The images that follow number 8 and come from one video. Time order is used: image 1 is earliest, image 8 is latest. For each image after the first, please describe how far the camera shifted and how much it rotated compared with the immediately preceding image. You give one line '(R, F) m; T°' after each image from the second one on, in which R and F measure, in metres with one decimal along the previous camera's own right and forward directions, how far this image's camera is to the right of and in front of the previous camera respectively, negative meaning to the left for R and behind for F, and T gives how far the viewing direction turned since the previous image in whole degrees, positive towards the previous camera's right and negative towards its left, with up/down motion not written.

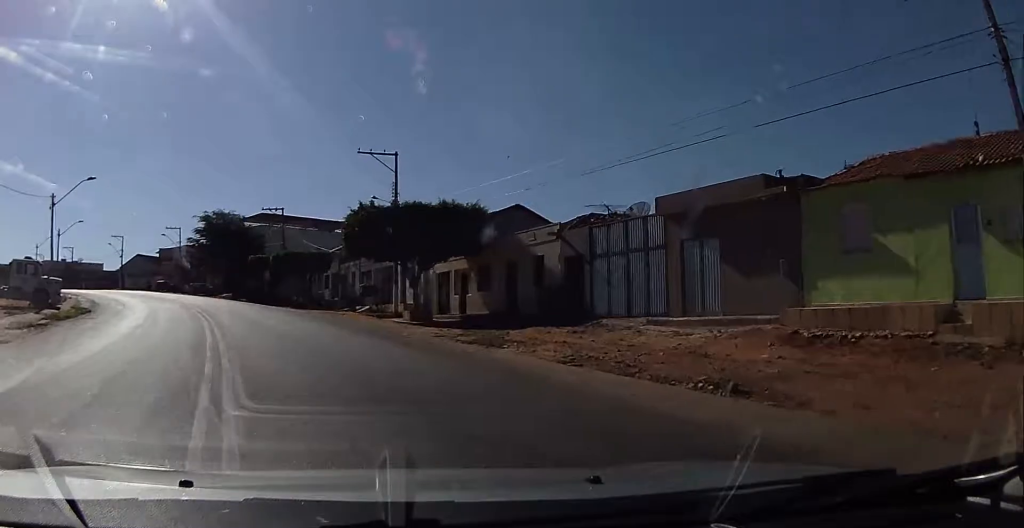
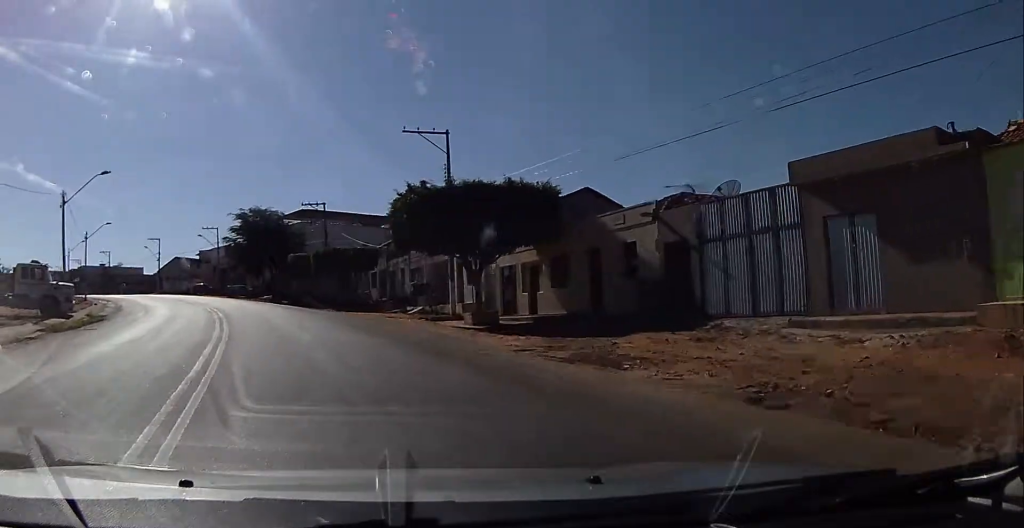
(0.0, +4.7) m; 0°
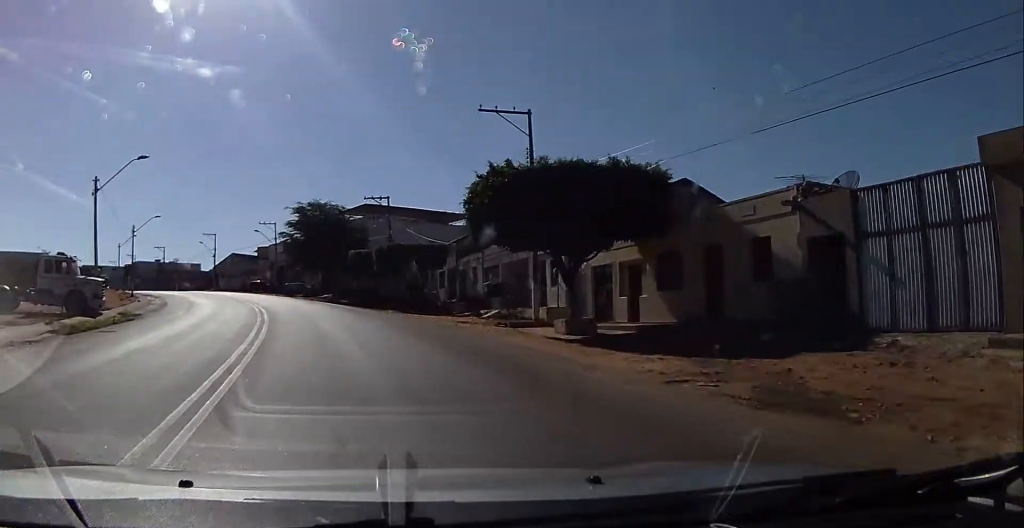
(0.0, +3.9) m; 0°
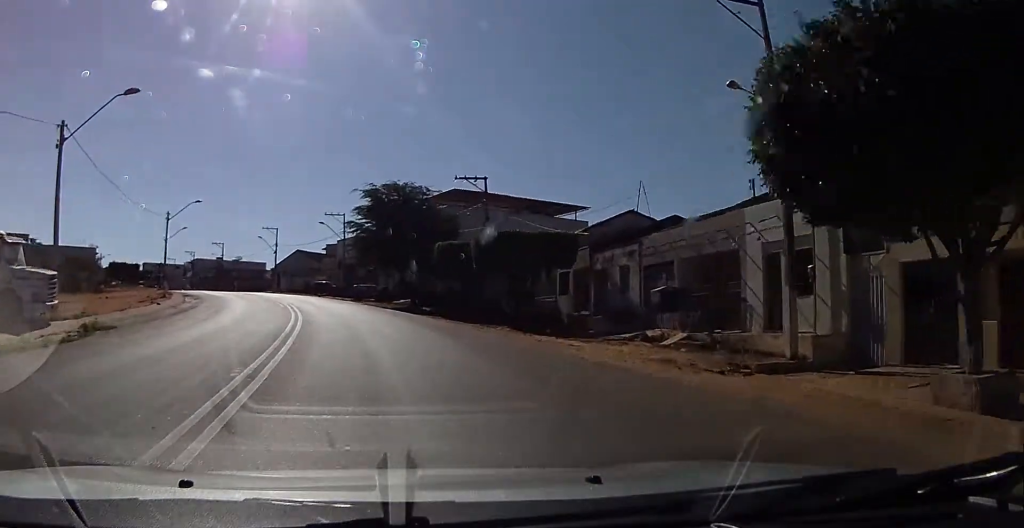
(0.0, +11.8) m; 0°
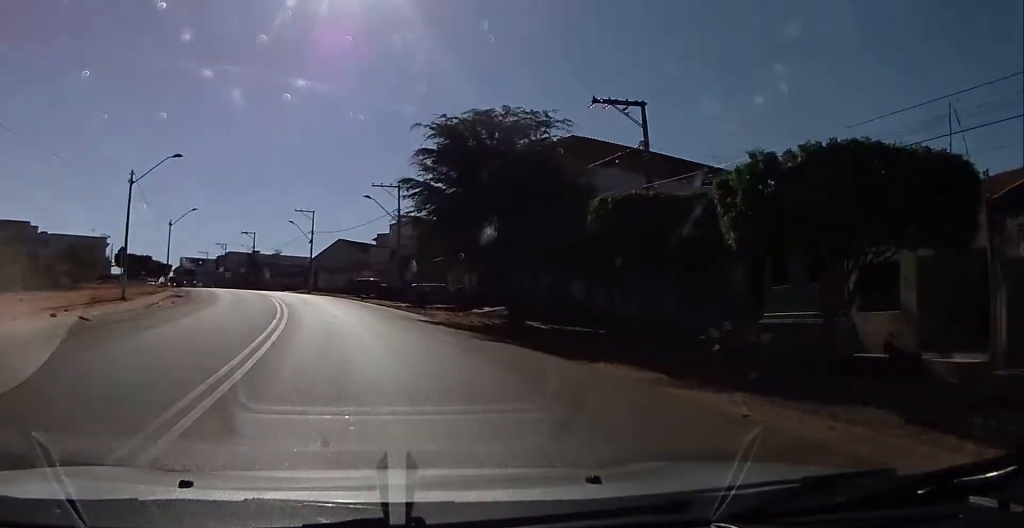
(0.0, +18.9) m; 0°
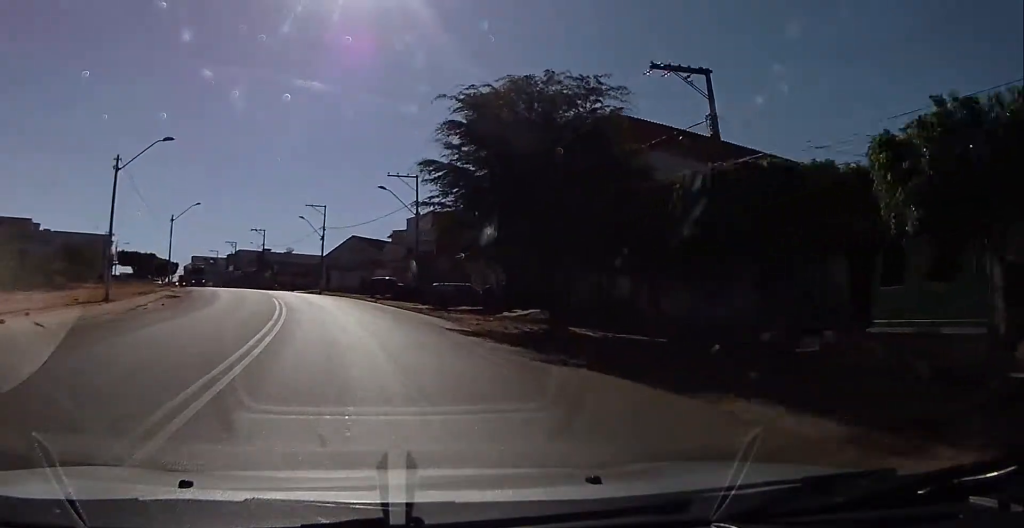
(0.0, +4.5) m; 0°
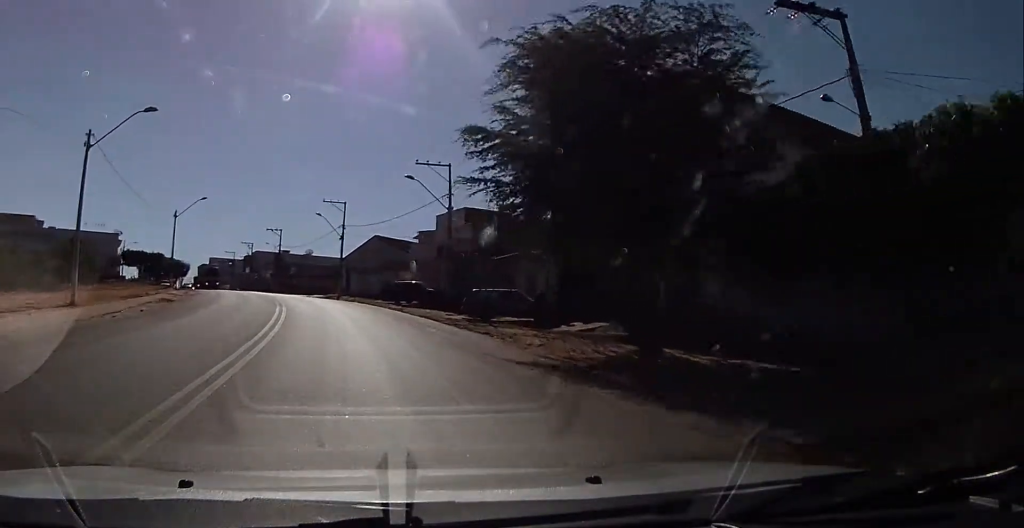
(0.0, +6.4) m; 0°
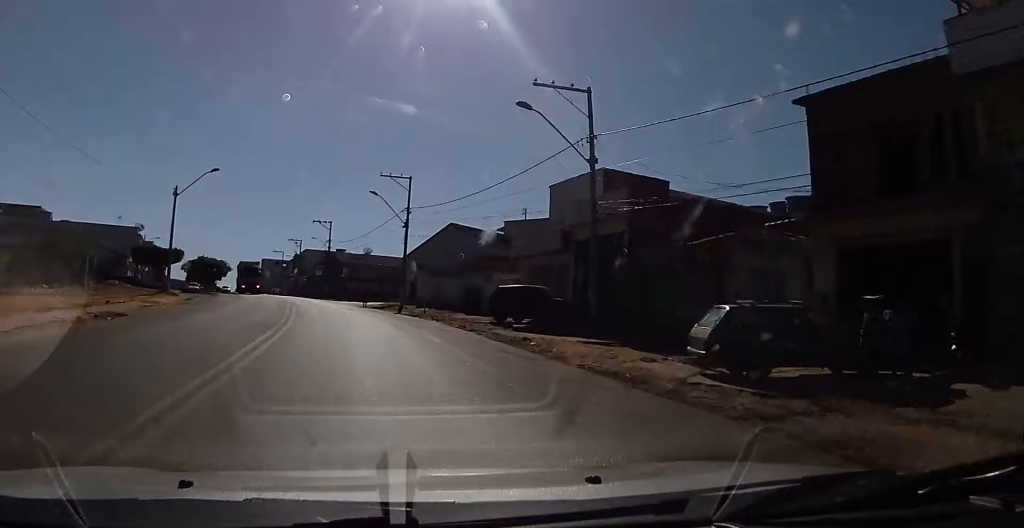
(0.0, +17.0) m; -2°
